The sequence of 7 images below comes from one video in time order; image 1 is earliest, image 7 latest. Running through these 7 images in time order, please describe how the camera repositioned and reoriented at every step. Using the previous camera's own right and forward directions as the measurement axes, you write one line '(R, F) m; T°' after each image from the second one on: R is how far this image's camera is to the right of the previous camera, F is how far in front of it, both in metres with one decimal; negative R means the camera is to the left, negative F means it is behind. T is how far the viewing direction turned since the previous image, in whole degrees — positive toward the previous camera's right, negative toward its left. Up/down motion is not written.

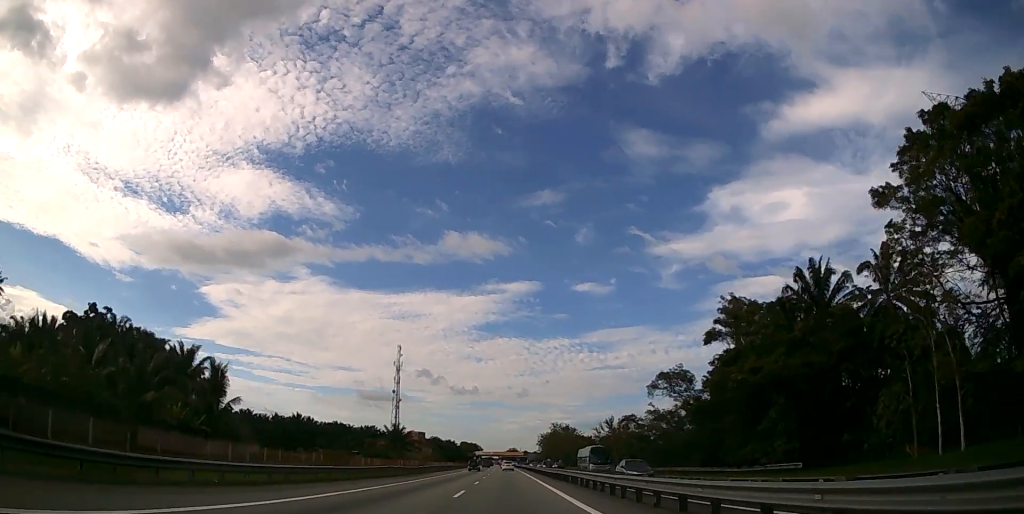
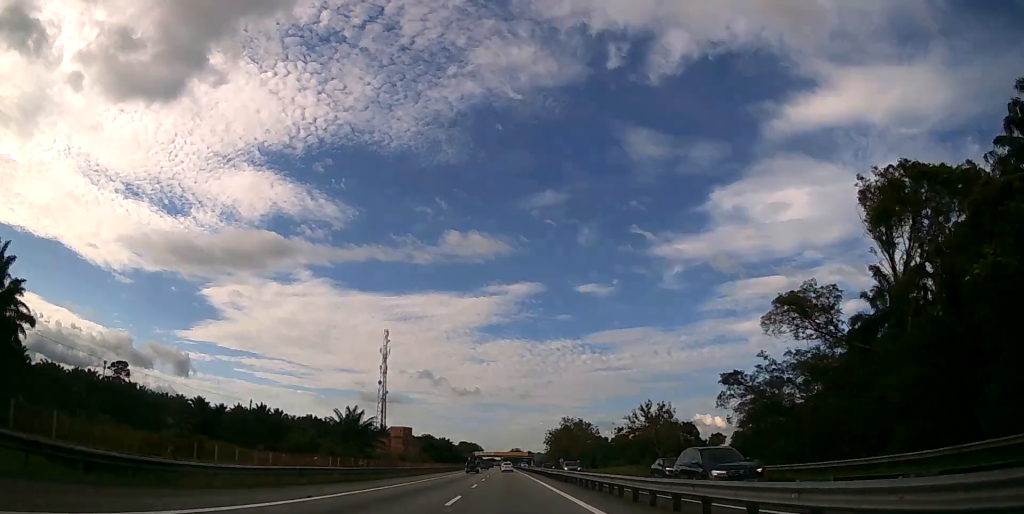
(-0.2, +39.3) m; 0°
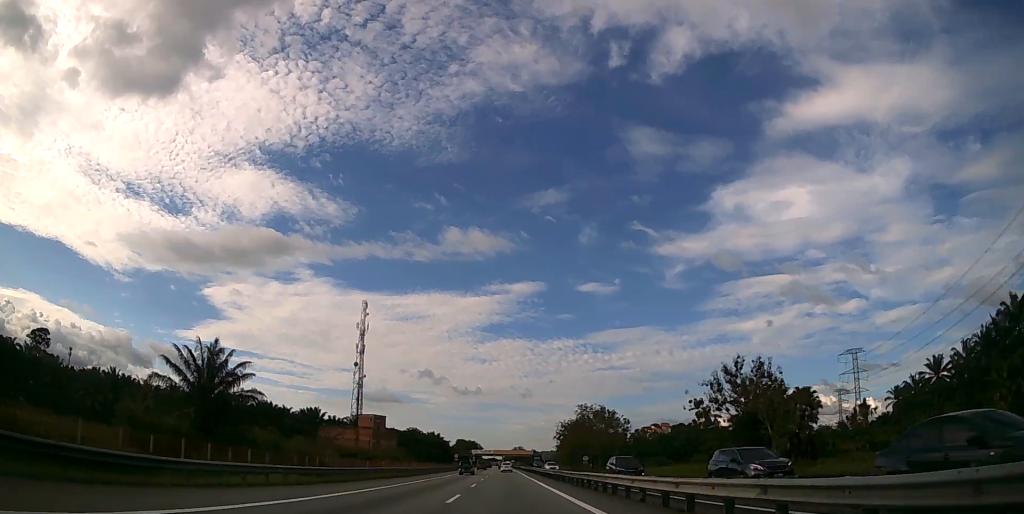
(-0.1, +47.3) m; 0°
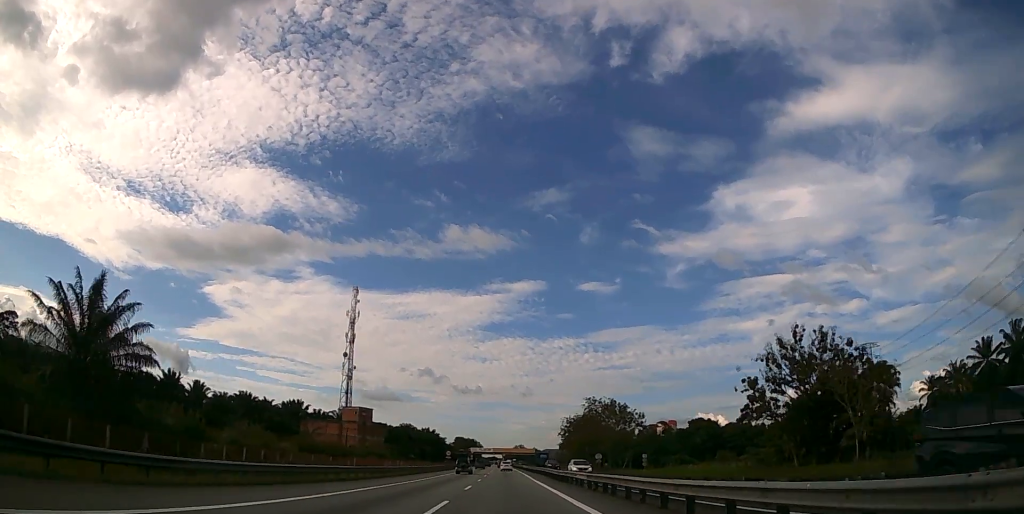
(-0.1, +16.2) m; 0°
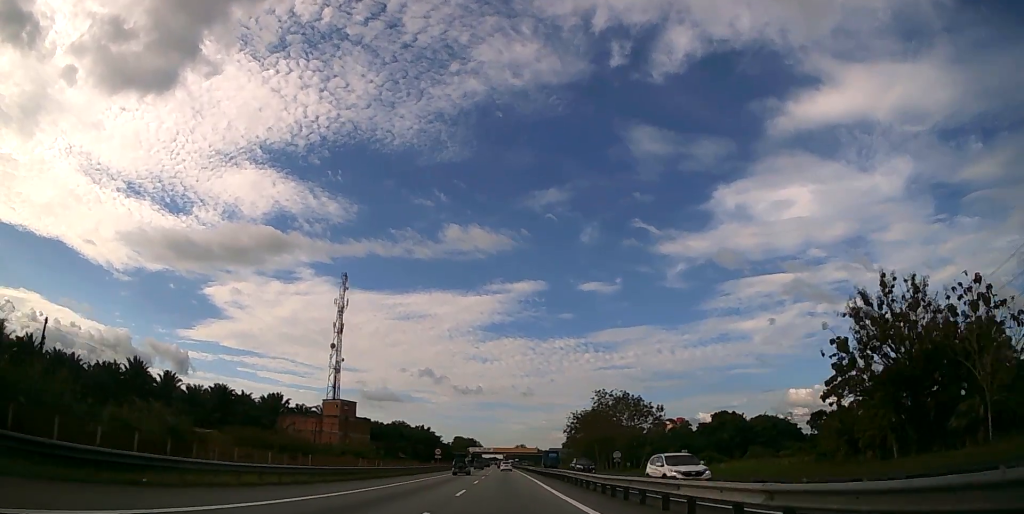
(0.0, +16.2) m; 0°
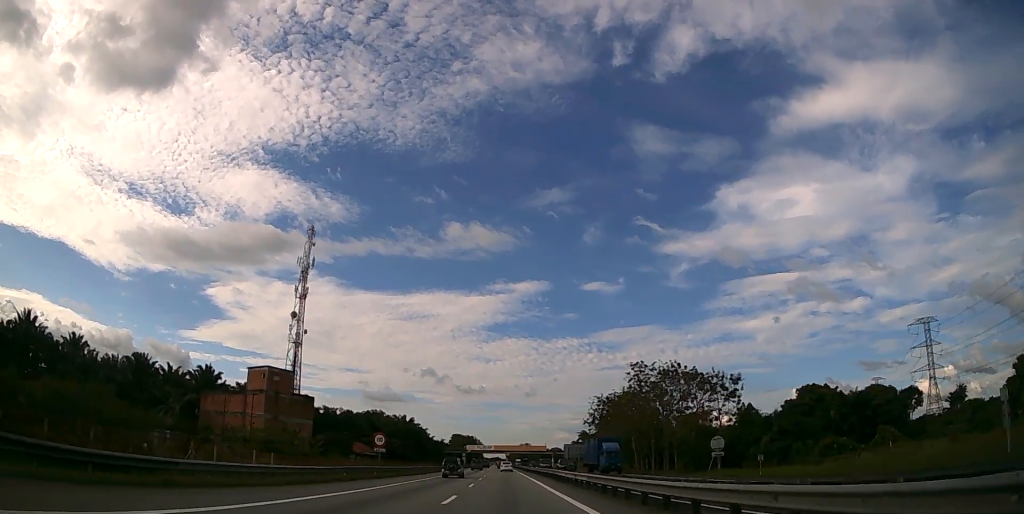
(0.0, +40.1) m; 0°
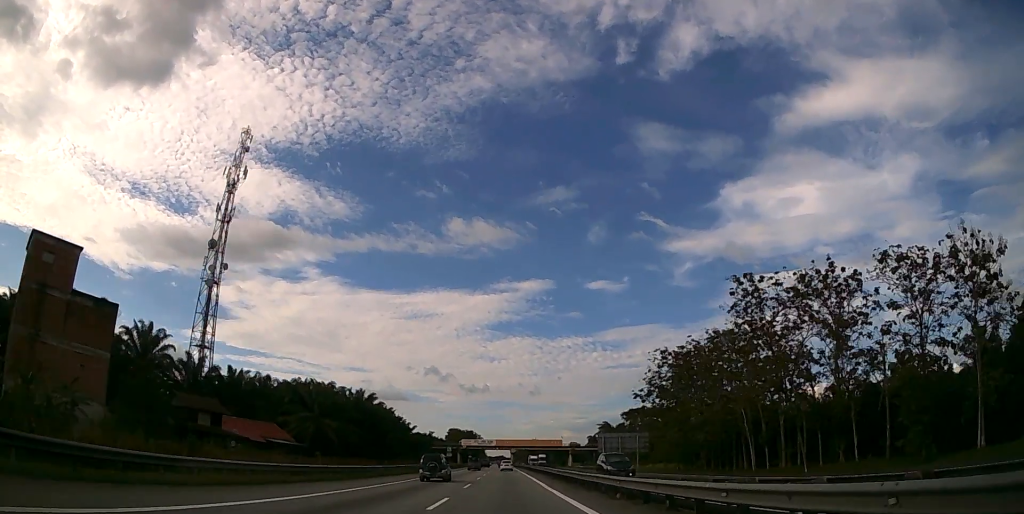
(-0.1, +50.6) m; 0°
